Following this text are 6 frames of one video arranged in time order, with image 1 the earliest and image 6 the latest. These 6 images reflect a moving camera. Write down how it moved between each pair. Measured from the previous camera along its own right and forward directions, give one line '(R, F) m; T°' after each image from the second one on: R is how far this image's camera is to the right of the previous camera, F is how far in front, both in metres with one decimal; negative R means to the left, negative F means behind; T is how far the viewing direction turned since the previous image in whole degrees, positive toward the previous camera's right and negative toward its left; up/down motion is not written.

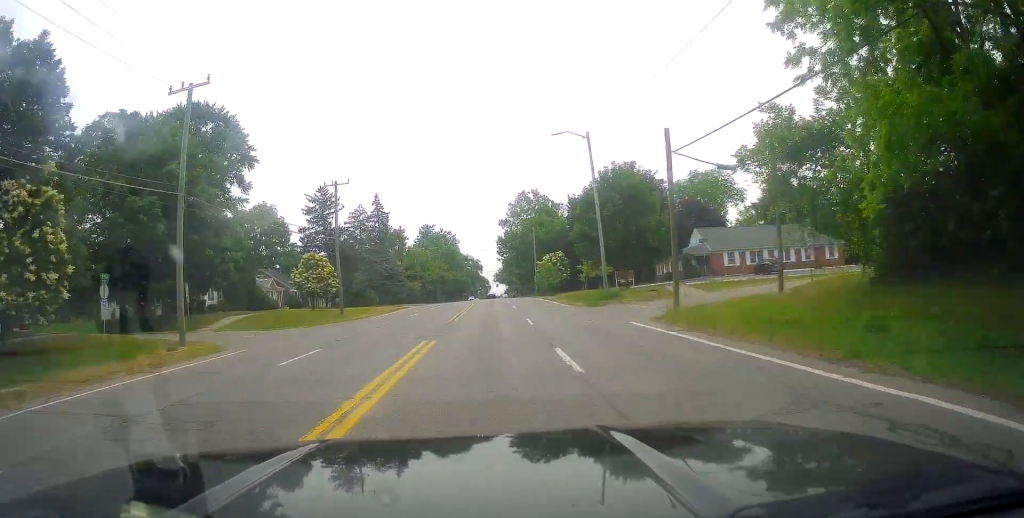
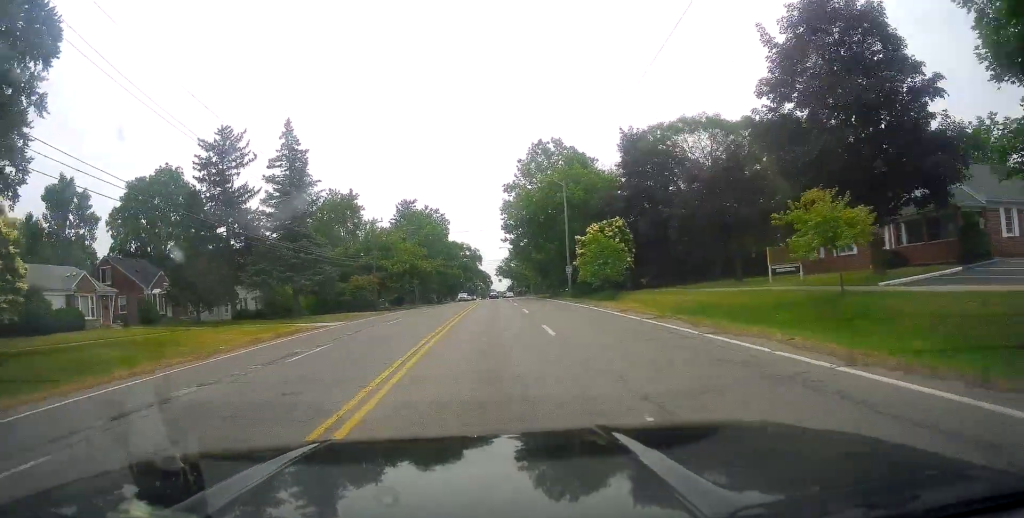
(-0.4, +41.3) m; -2°
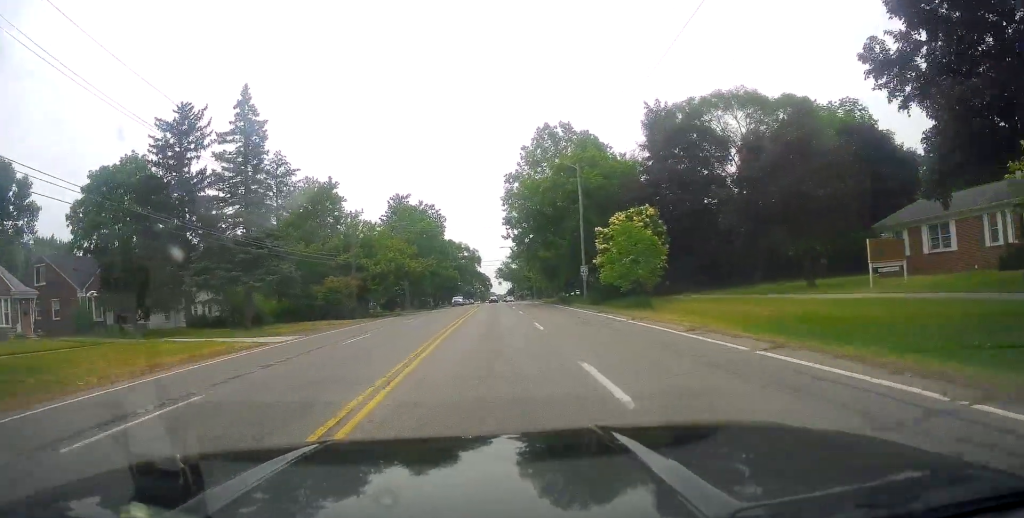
(-0.2, +10.0) m; -1°
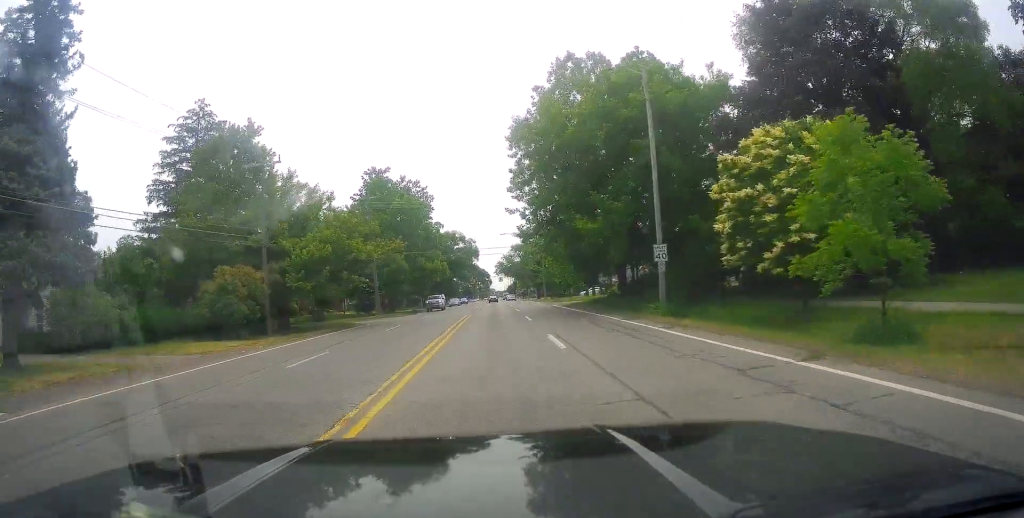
(0.0, +22.2) m; +3°
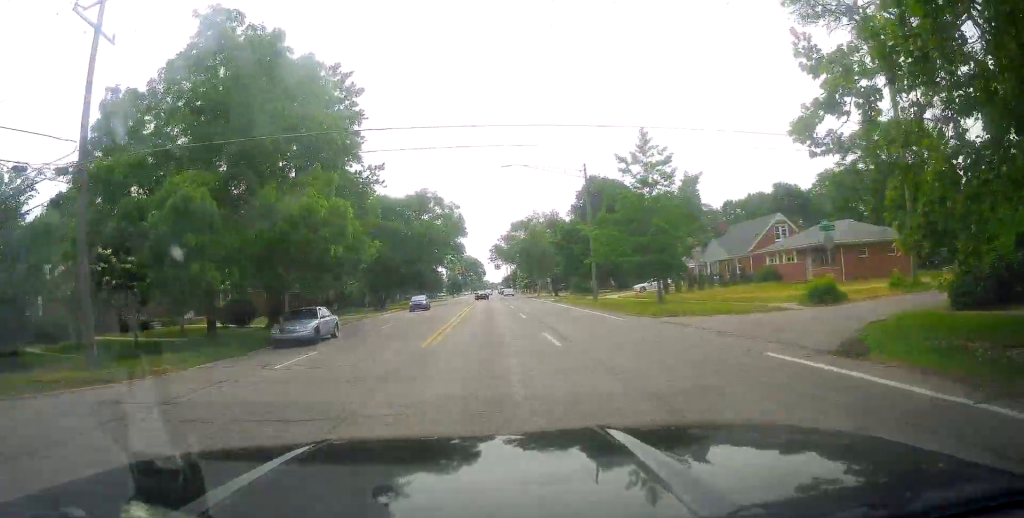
(-0.1, +45.9) m; -1°
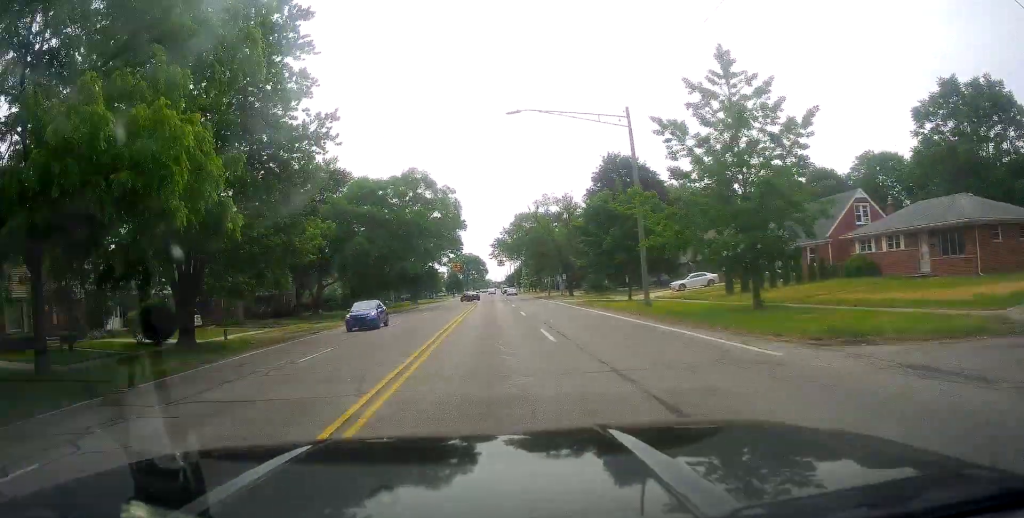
(+0.2, +13.3) m; 0°
